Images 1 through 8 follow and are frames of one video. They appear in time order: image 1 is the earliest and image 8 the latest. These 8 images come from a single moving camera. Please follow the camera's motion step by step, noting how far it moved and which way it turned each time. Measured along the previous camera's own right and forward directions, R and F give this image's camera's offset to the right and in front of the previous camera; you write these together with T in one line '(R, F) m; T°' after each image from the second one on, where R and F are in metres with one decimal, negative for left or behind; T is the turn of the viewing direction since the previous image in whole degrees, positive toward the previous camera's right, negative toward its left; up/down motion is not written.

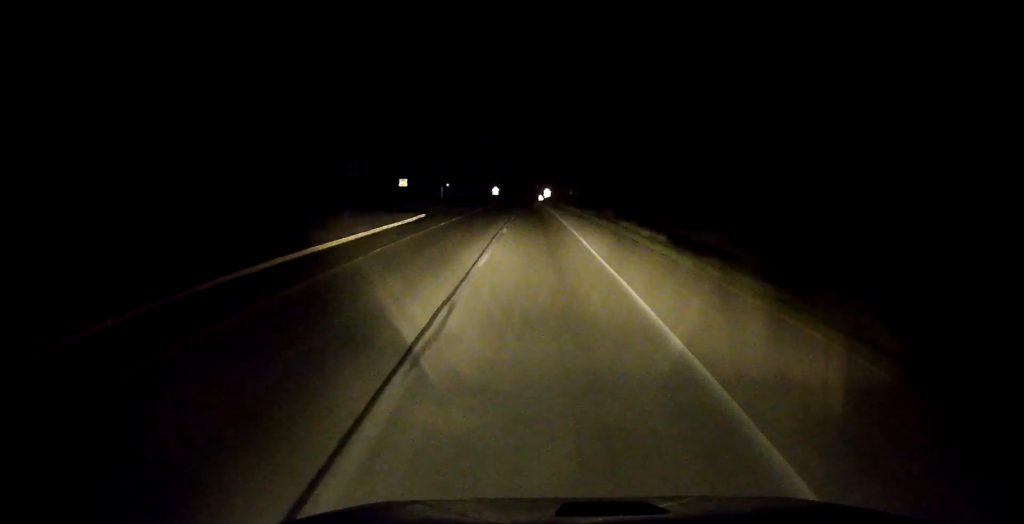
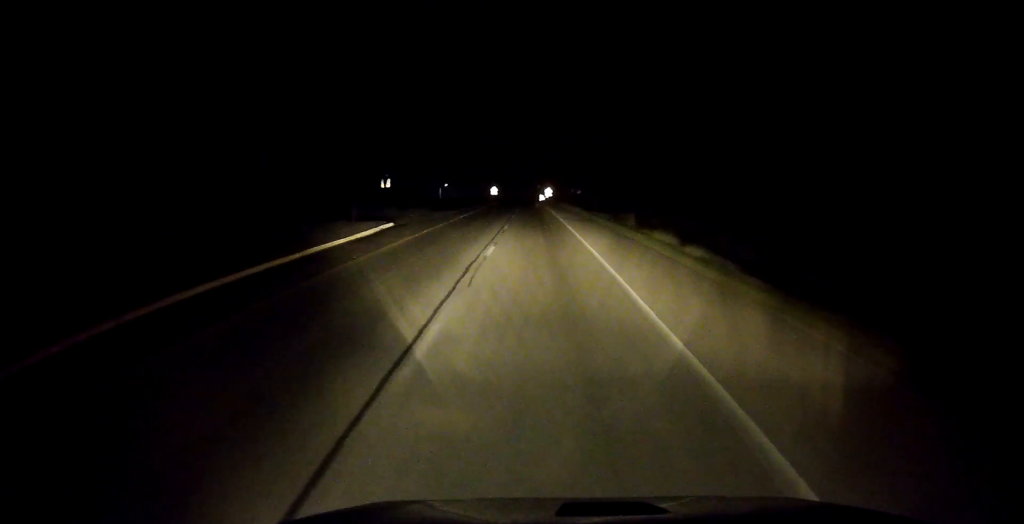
(0.0, +9.8) m; 0°
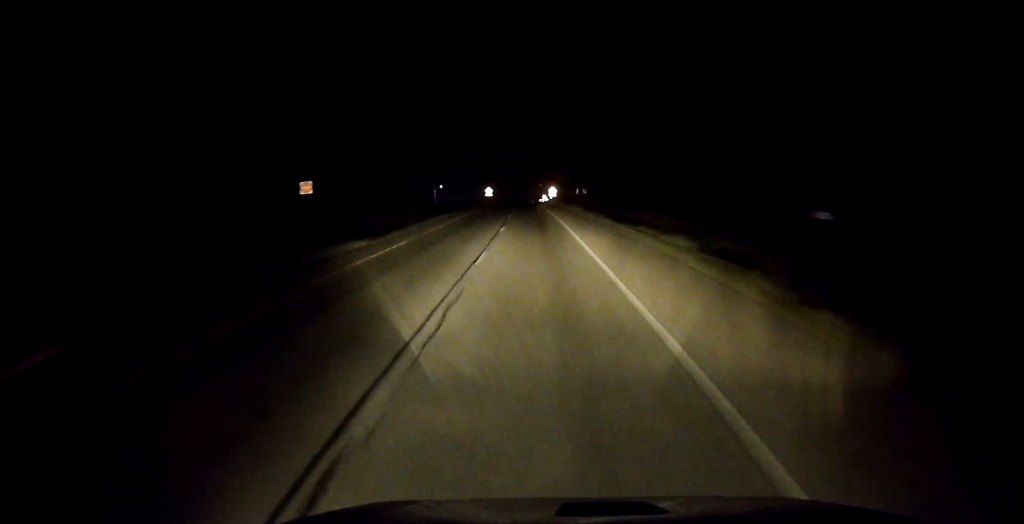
(-0.2, +25.5) m; -1°
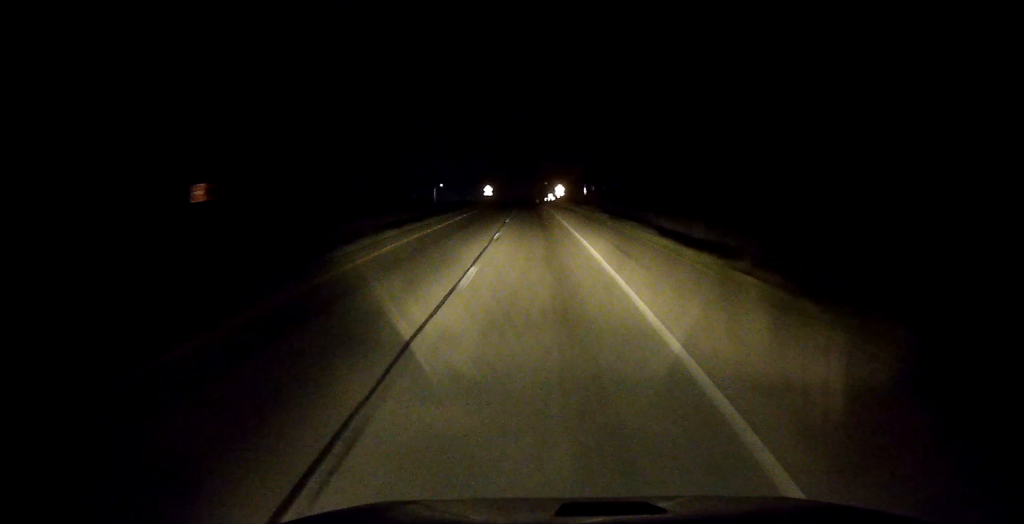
(-0.1, +16.6) m; 0°
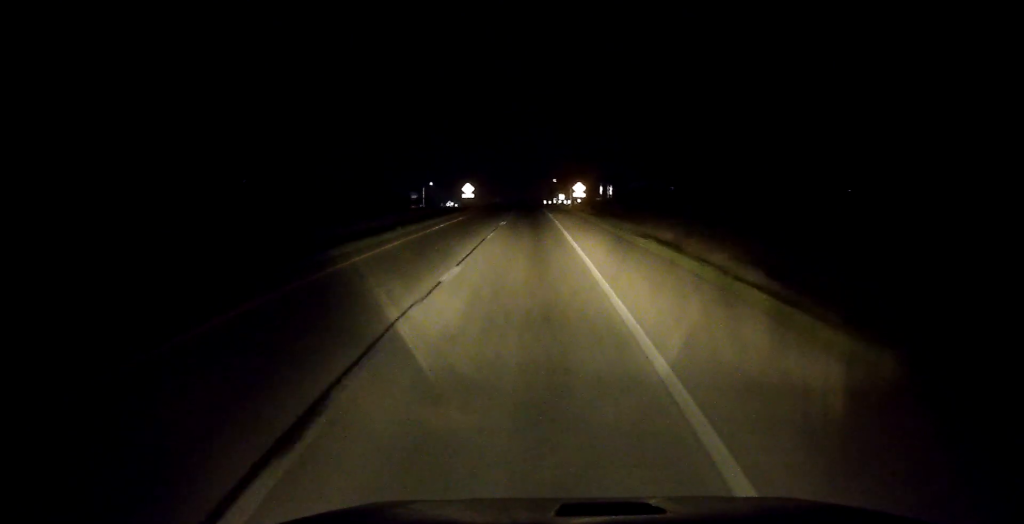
(-0.1, +47.7) m; -1°
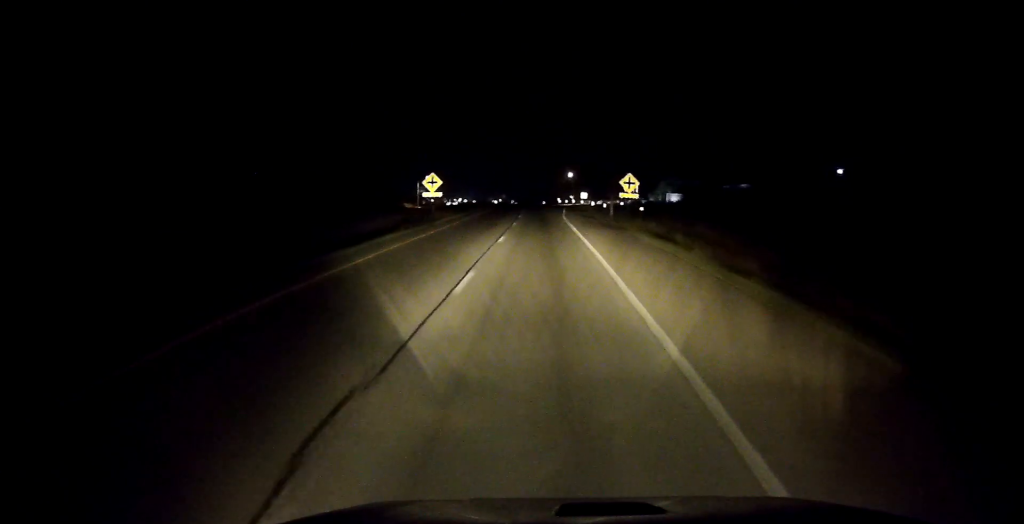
(-0.6, +37.7) m; -1°
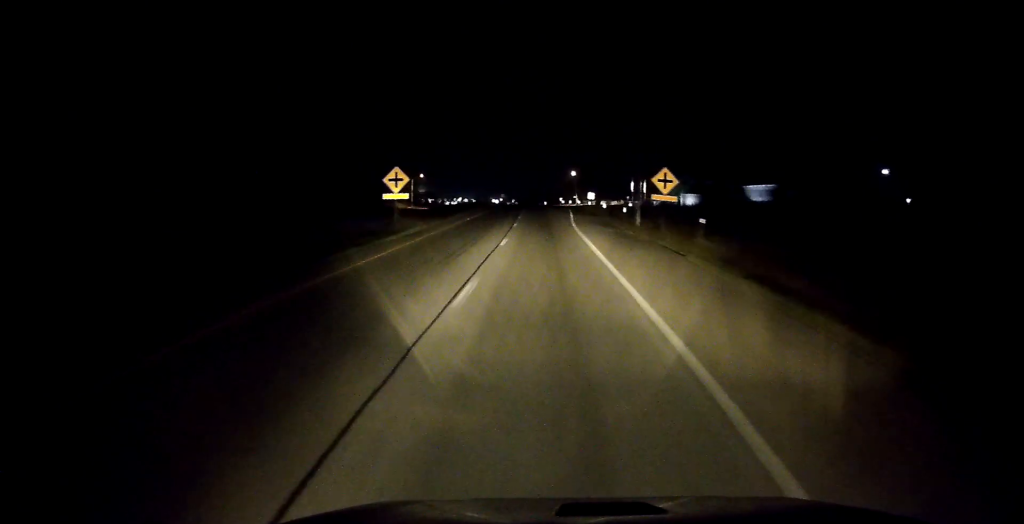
(0.0, +13.2) m; 0°
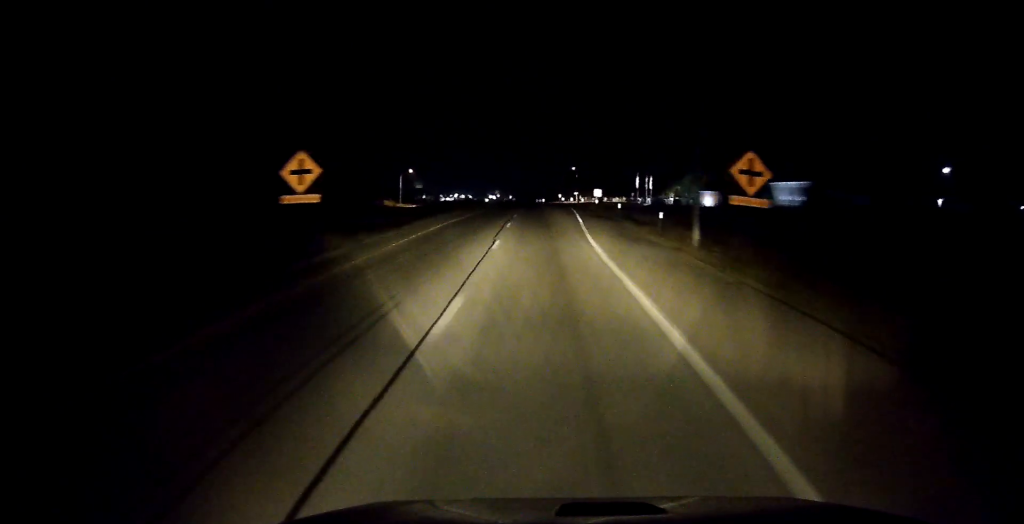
(+0.1, +14.8) m; 0°
